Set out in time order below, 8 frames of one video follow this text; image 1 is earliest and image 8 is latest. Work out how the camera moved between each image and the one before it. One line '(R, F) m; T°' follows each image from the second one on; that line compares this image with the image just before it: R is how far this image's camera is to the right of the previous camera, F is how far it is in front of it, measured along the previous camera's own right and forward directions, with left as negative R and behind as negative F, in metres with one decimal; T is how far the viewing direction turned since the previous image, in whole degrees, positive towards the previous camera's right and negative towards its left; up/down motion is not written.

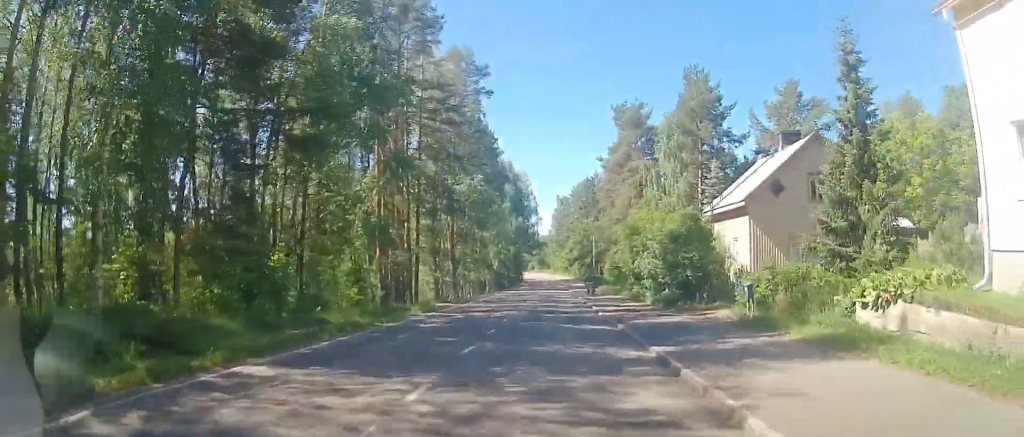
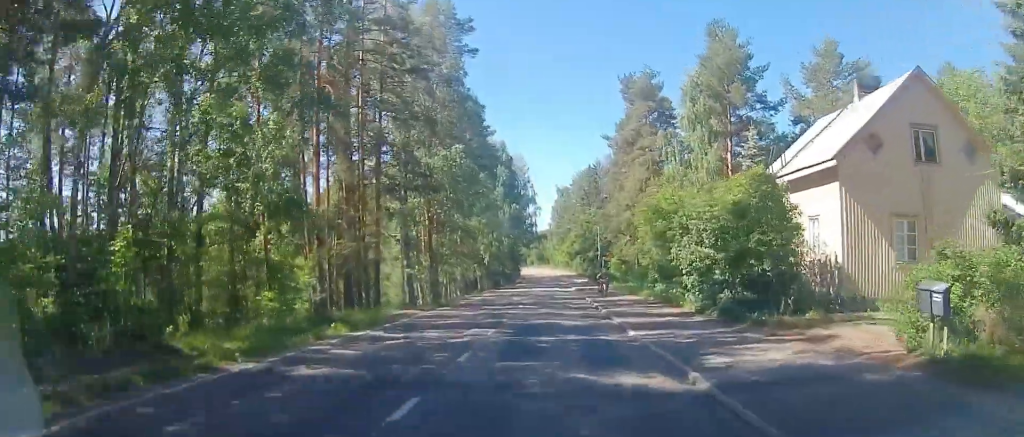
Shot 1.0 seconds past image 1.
(0.0, +8.7) m; -1°
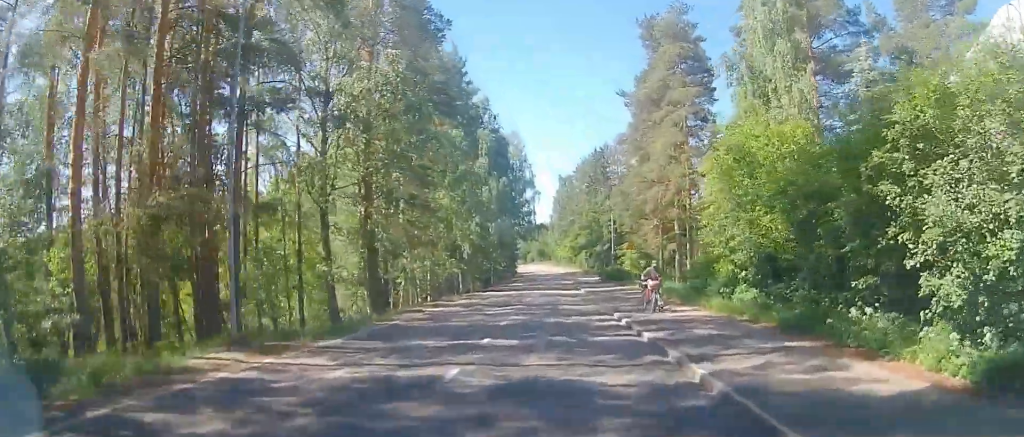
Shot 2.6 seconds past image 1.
(-0.2, +14.3) m; +1°
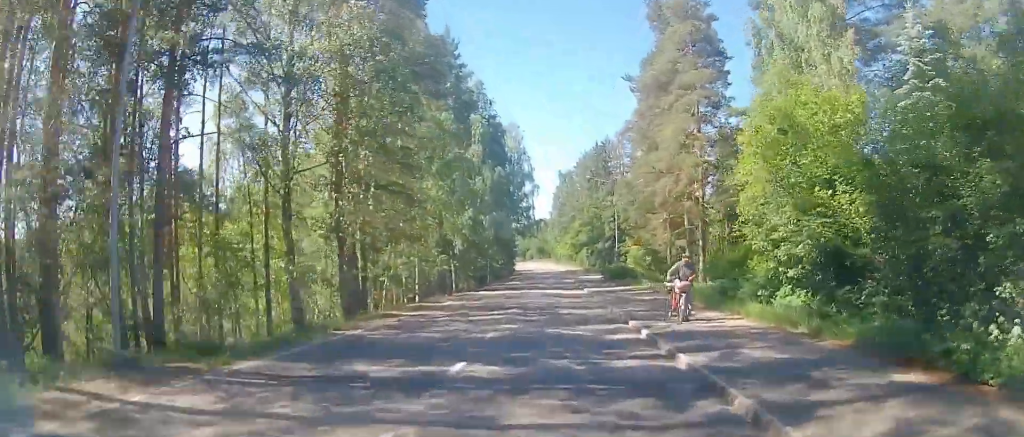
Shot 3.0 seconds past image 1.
(0.0, +3.7) m; +1°
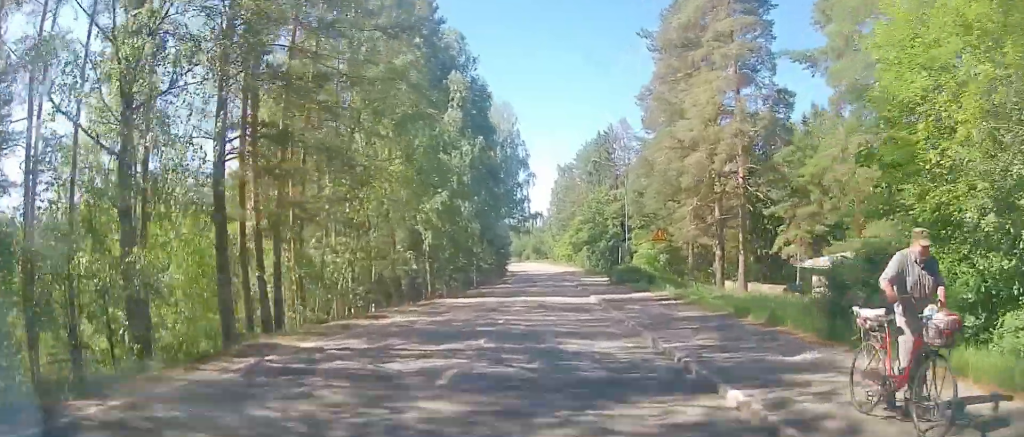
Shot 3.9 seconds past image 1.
(+0.3, +9.1) m; +3°
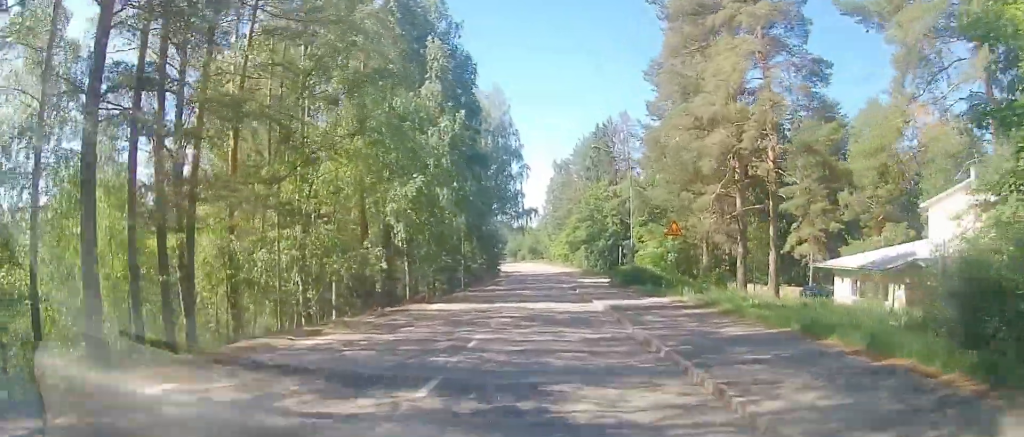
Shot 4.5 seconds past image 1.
(+0.1, +5.1) m; -1°
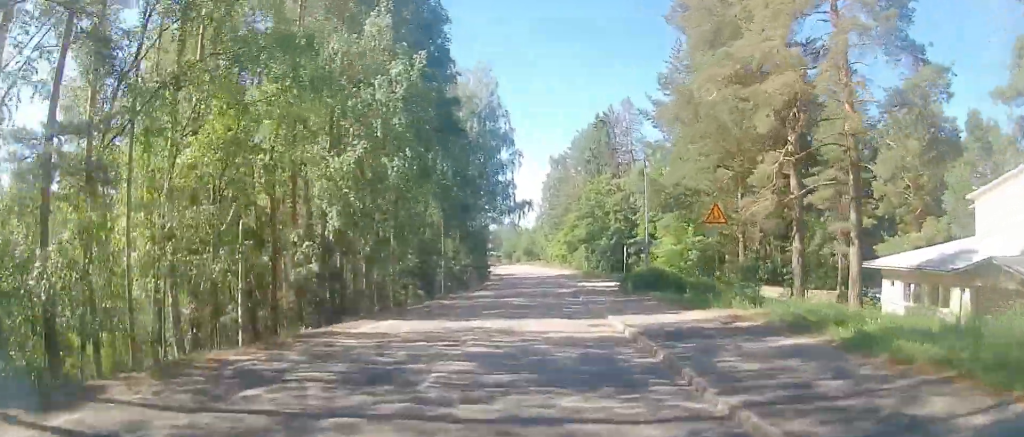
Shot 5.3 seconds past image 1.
(-0.1, +7.9) m; 0°
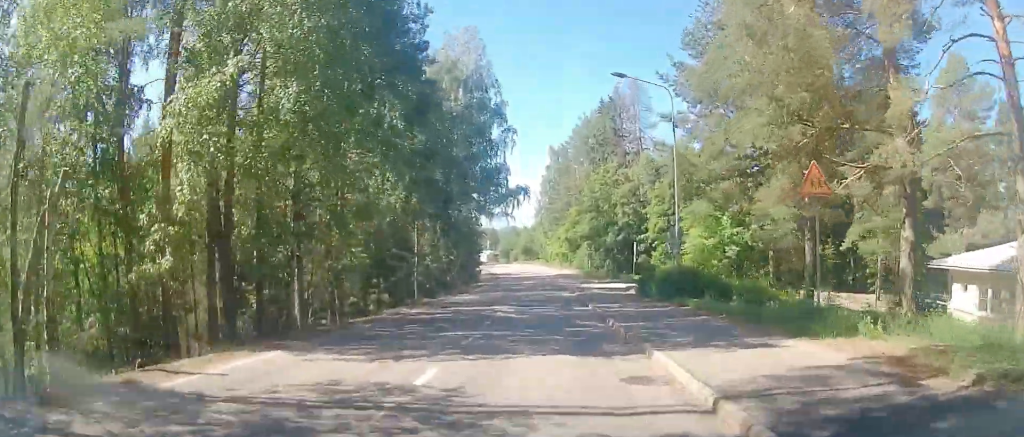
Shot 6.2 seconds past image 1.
(0.0, +8.1) m; +1°
